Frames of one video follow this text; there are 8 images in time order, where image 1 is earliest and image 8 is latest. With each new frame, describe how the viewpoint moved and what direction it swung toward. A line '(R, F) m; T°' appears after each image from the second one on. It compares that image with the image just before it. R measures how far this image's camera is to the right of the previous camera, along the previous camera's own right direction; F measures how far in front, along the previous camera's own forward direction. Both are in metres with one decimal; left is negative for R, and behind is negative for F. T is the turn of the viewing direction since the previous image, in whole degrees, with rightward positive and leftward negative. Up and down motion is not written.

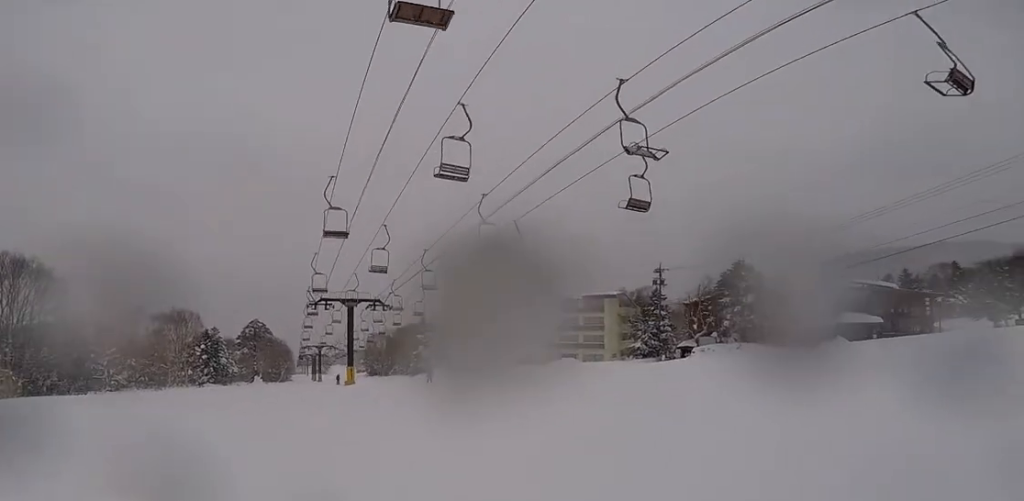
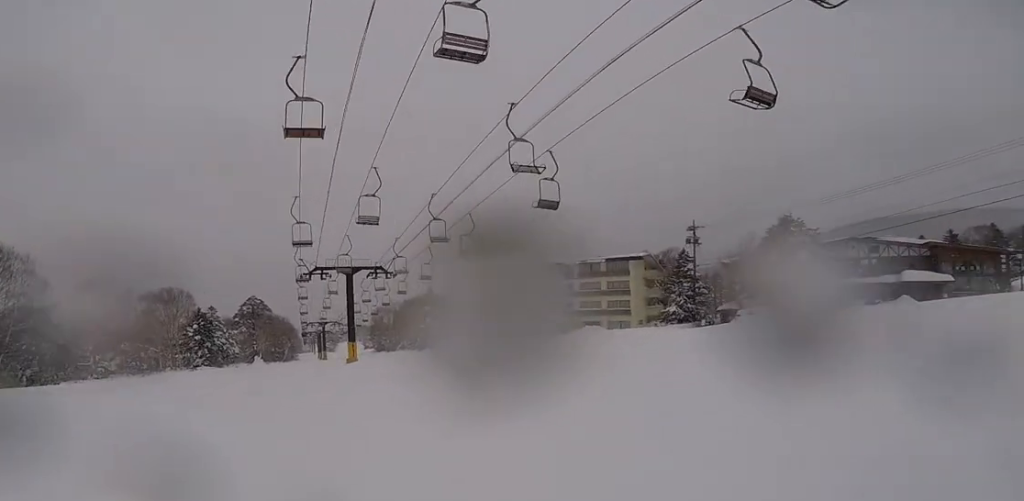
(+0.5, +5.7) m; +4°
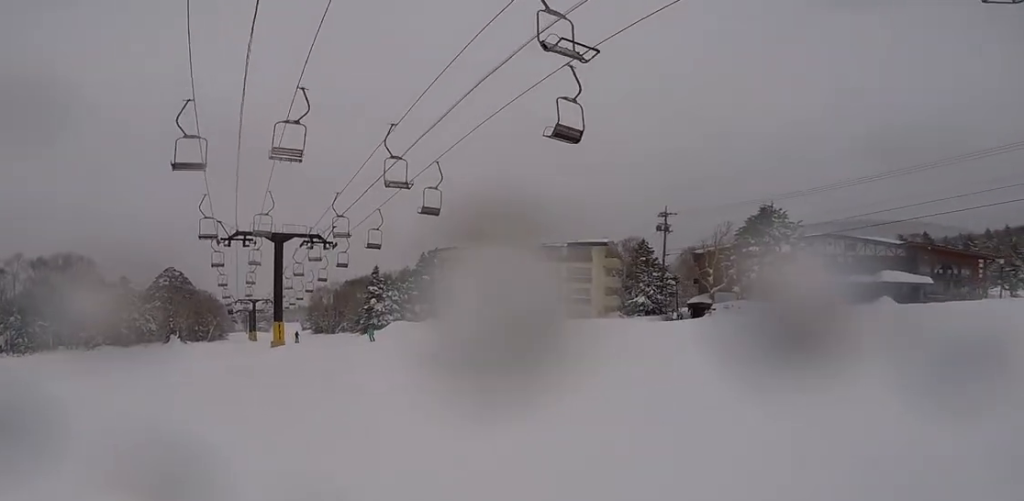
(+0.1, +6.5) m; +6°
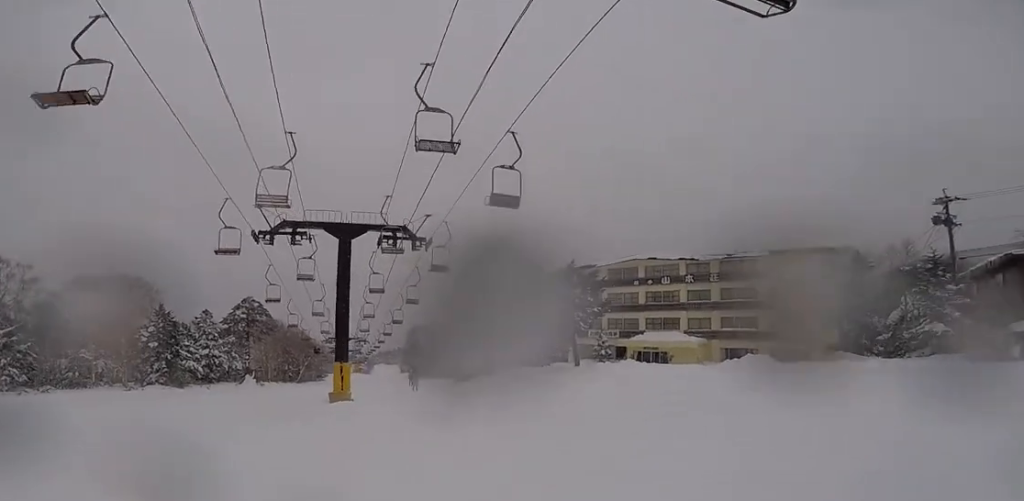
(-1.3, +15.6) m; -13°
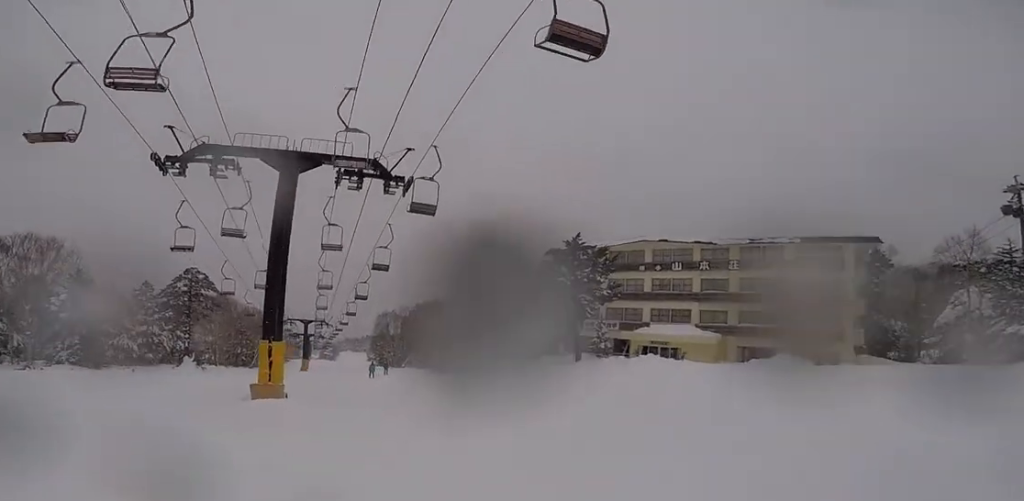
(+0.8, +7.4) m; -1°
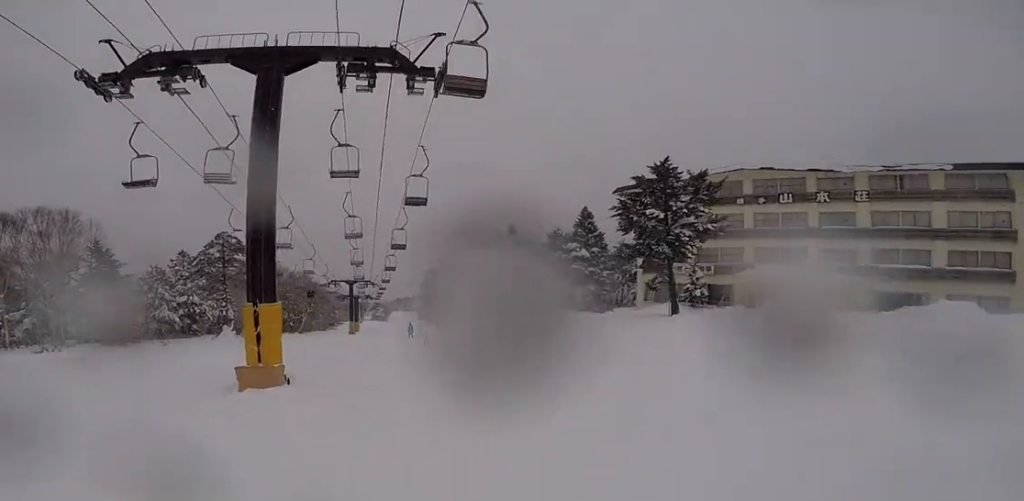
(-0.9, +5.9) m; 0°
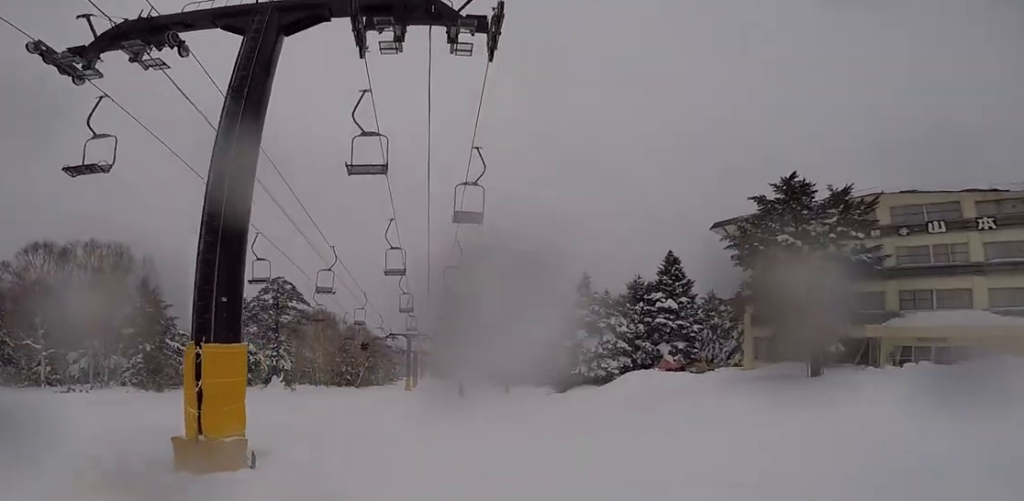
(+0.8, +5.0) m; +7°
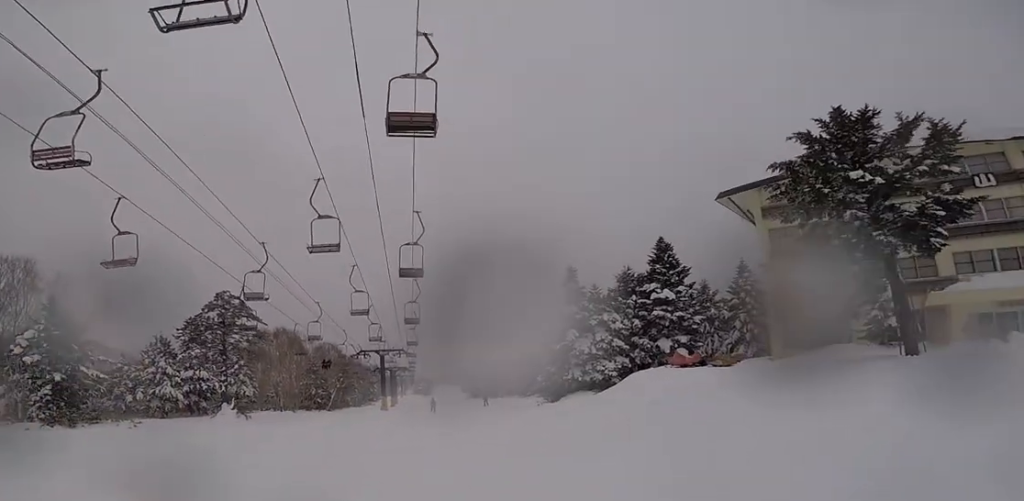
(+0.1, +5.9) m; -7°
